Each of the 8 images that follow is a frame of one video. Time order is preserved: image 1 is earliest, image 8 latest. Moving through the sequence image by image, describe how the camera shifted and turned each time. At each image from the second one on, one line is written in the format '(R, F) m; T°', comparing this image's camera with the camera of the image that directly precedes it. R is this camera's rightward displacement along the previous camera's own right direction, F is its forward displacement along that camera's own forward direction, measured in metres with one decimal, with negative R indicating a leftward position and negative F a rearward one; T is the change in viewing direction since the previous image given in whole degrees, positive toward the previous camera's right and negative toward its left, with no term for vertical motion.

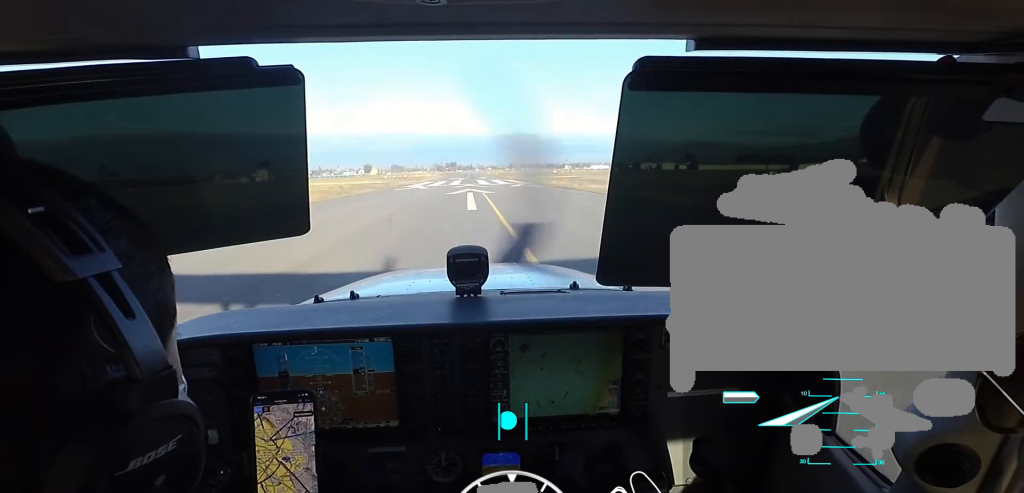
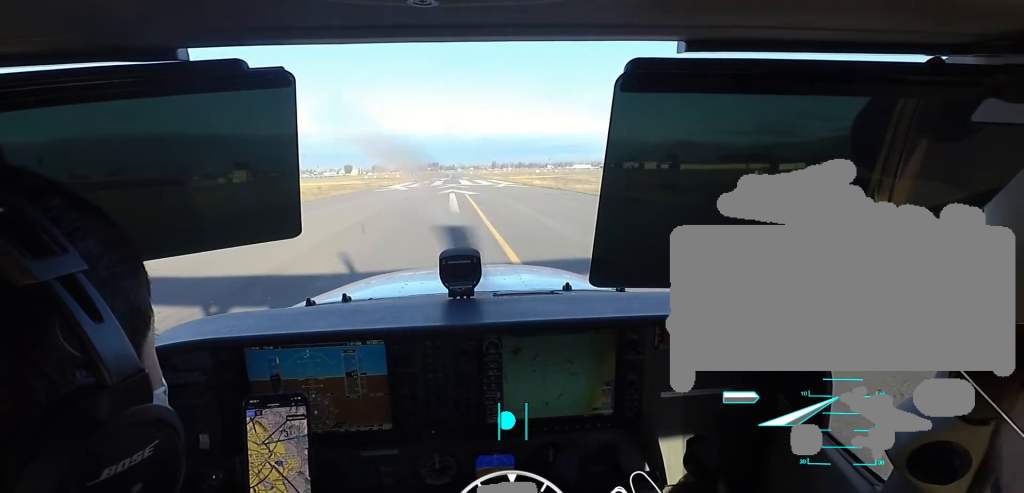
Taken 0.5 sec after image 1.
(0.0, +2.5) m; 0°
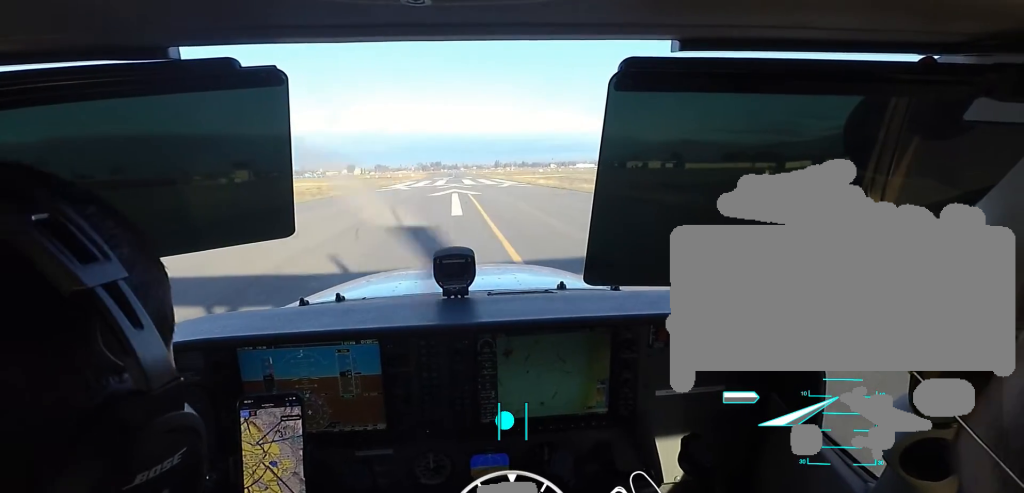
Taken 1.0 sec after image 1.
(0.0, +2.5) m; 0°
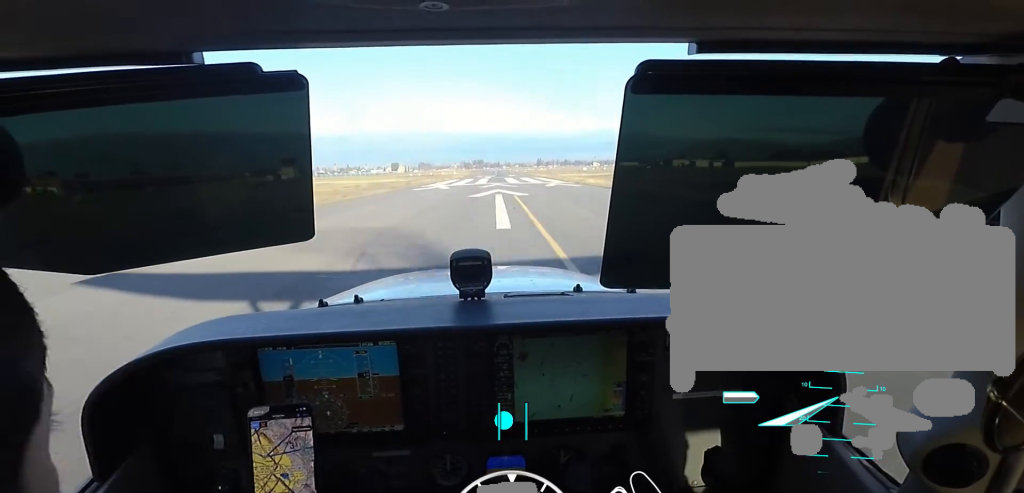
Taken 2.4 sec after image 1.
(0.0, +8.1) m; 0°
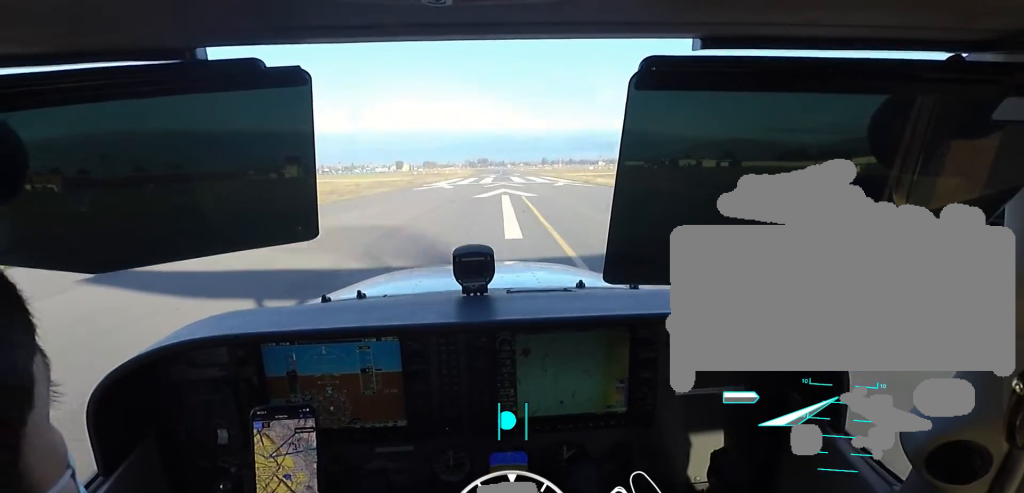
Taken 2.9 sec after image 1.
(0.0, +3.8) m; 0°
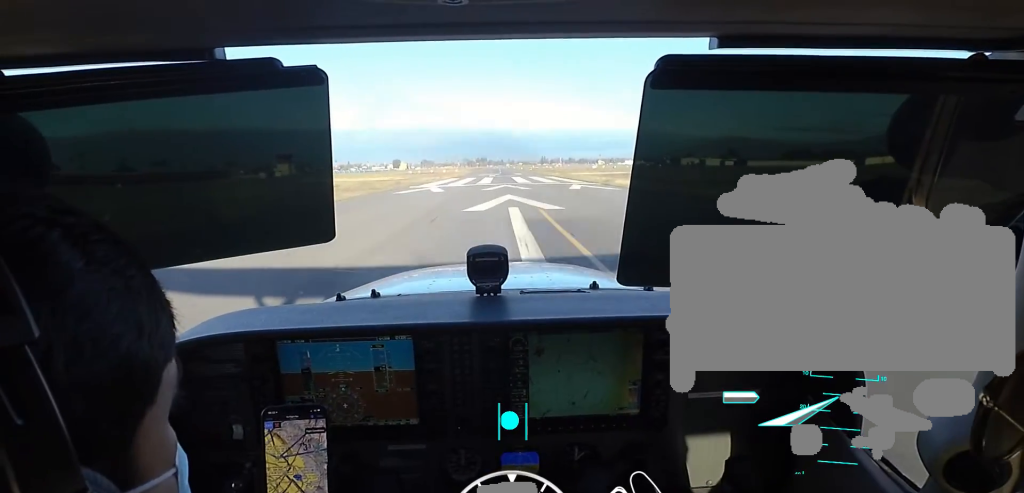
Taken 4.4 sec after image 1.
(+0.3, +15.3) m; +3°
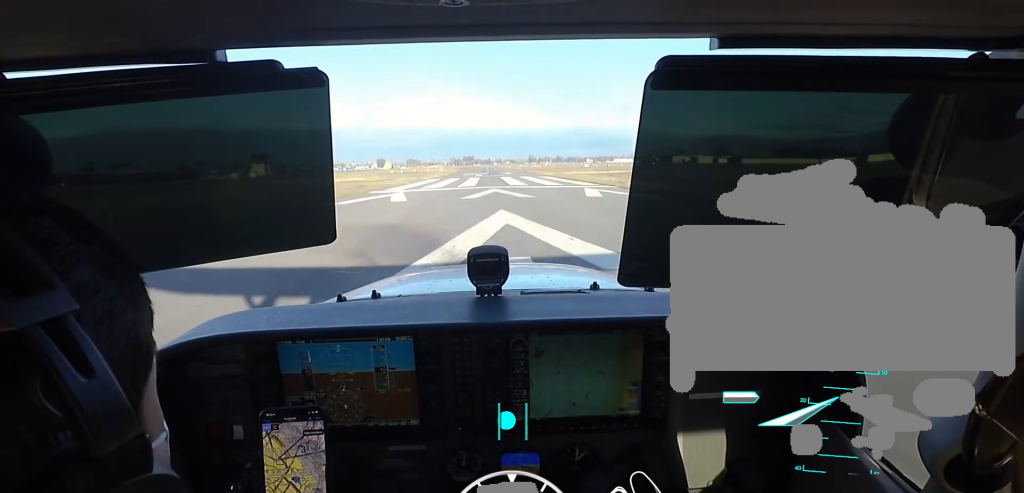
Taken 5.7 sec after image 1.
(+0.2, +16.3) m; -1°
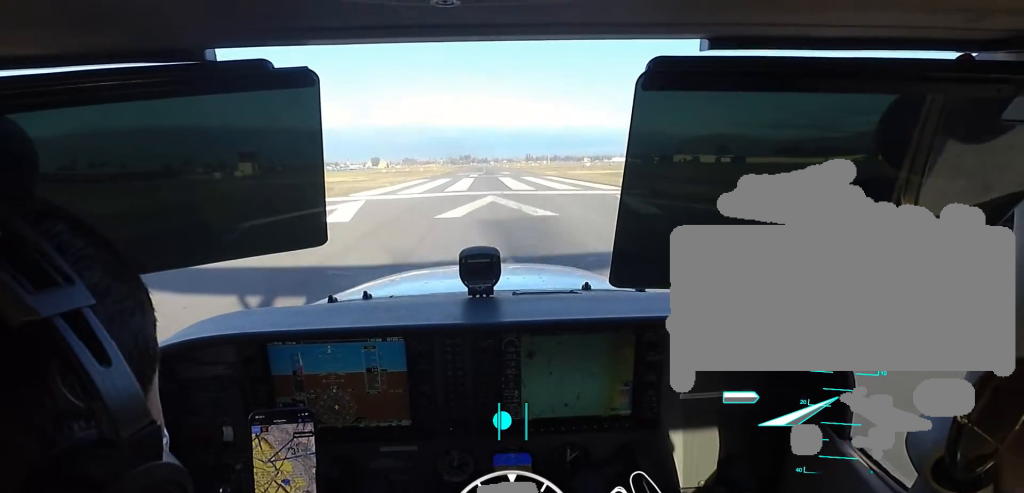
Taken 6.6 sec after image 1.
(-0.2, +13.1) m; -1°
